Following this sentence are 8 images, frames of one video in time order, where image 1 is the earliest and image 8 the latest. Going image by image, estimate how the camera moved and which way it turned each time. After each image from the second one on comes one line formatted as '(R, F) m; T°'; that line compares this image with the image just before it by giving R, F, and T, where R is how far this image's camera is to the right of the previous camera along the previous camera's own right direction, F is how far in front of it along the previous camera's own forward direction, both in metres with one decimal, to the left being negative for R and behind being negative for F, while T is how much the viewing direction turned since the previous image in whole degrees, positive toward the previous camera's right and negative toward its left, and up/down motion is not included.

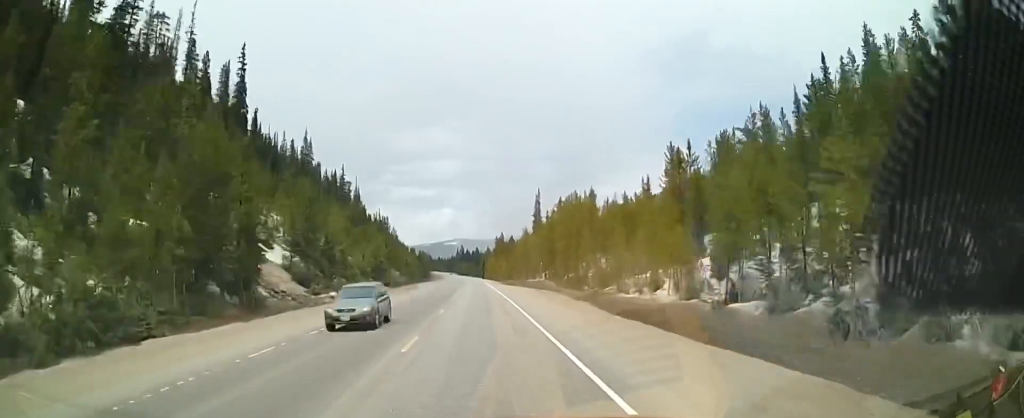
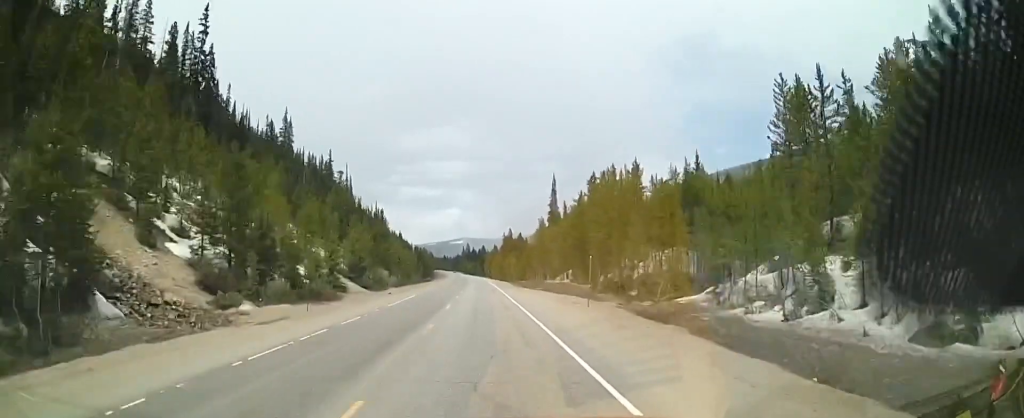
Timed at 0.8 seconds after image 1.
(+0.1, +20.5) m; 0°
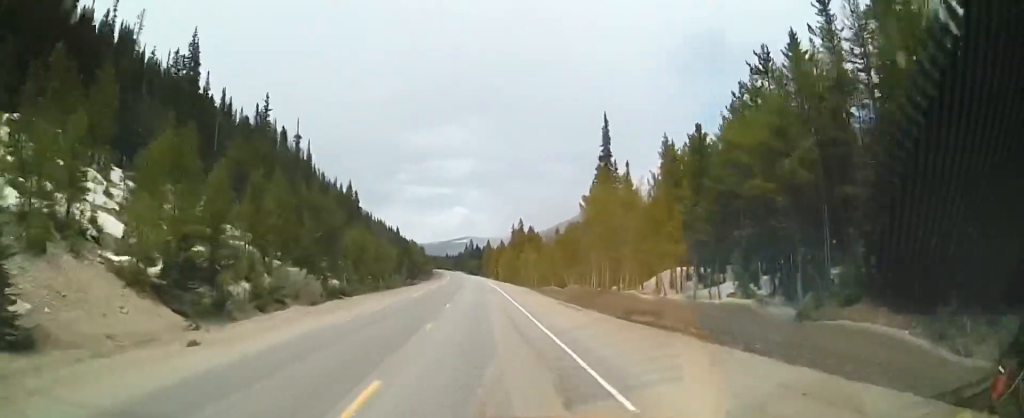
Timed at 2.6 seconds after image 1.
(-0.6, +46.4) m; -1°
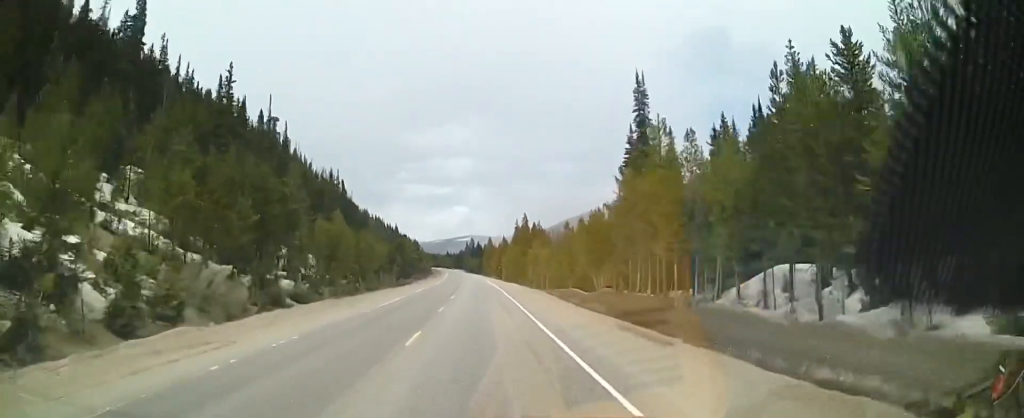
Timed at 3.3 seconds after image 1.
(0.0, +15.9) m; 0°
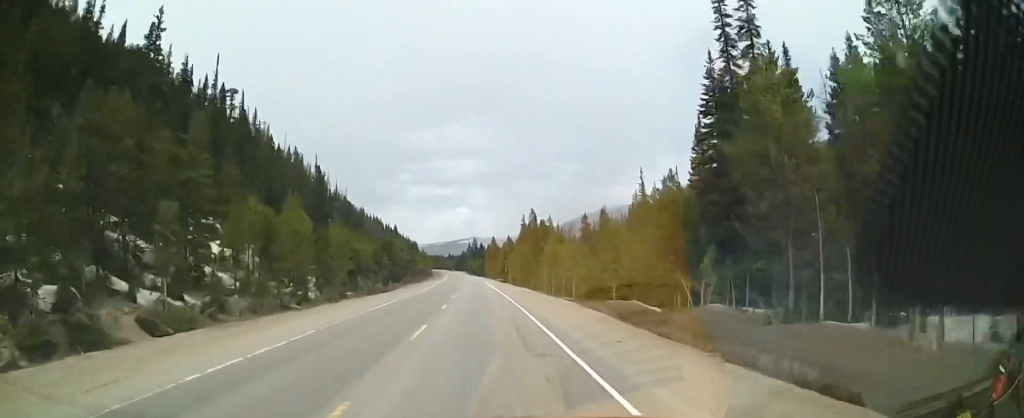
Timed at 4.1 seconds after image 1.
(+0.1, +21.5) m; +1°
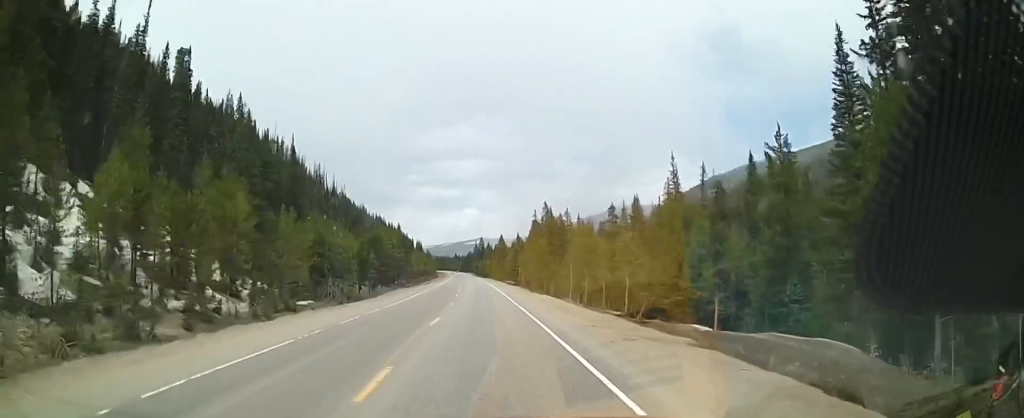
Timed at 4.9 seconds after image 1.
(+0.3, +19.7) m; 0°
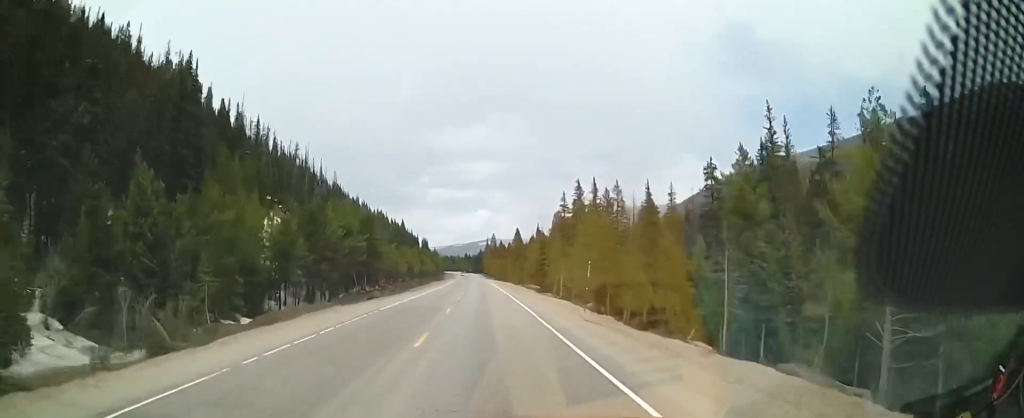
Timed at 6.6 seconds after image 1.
(-0.6, +40.9) m; -2°
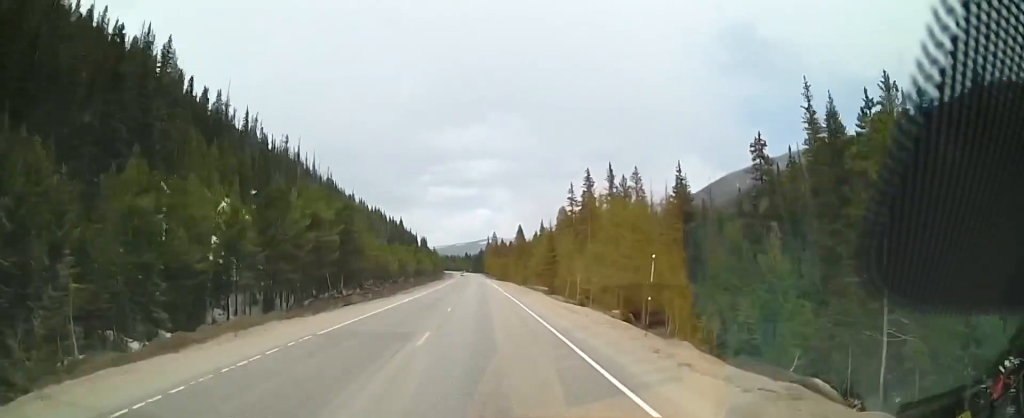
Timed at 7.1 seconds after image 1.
(0.0, +11.5) m; 0°
